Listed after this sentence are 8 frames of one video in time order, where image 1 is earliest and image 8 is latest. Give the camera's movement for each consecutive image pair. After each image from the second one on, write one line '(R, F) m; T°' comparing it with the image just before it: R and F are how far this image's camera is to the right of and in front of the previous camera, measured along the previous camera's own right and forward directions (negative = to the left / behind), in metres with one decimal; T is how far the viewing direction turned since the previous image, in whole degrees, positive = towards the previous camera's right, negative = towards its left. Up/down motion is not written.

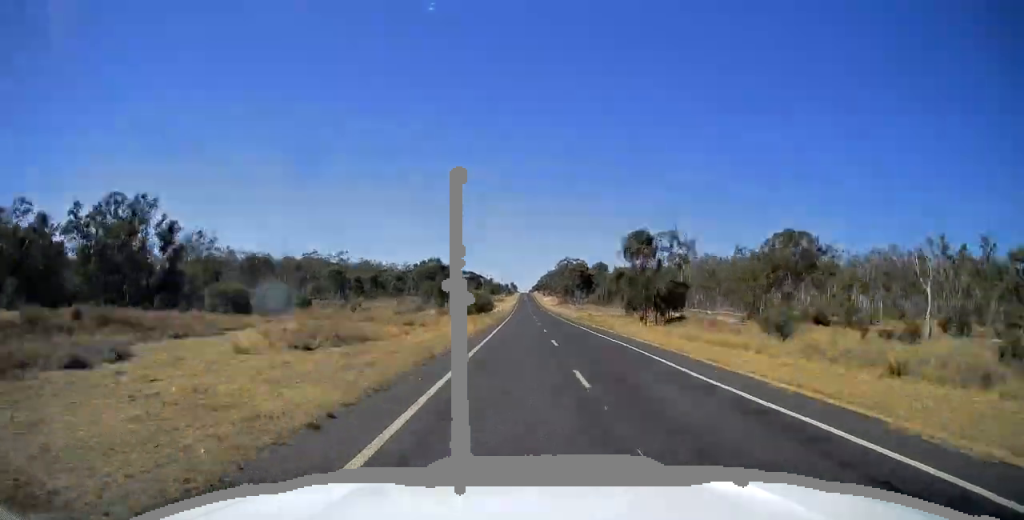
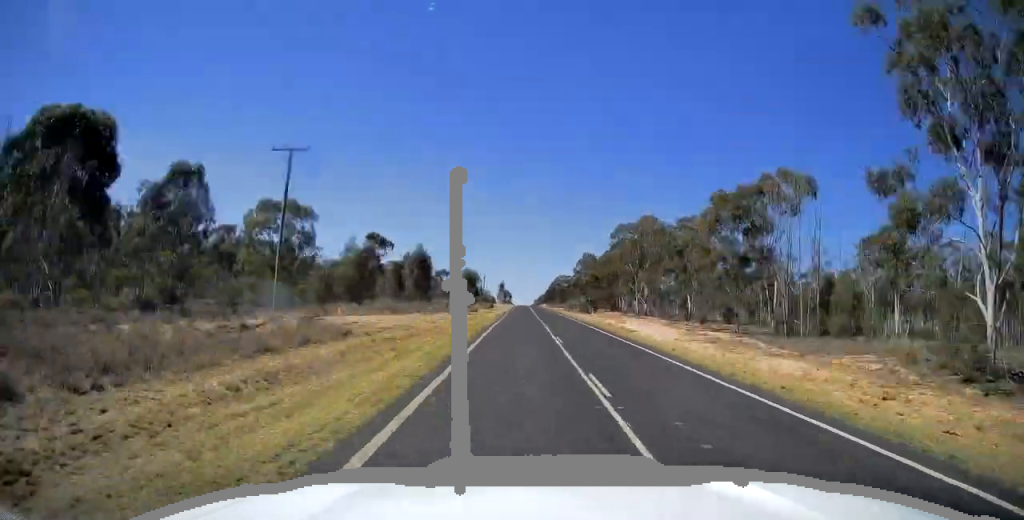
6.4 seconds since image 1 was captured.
(-3.0, +198.2) m; 0°
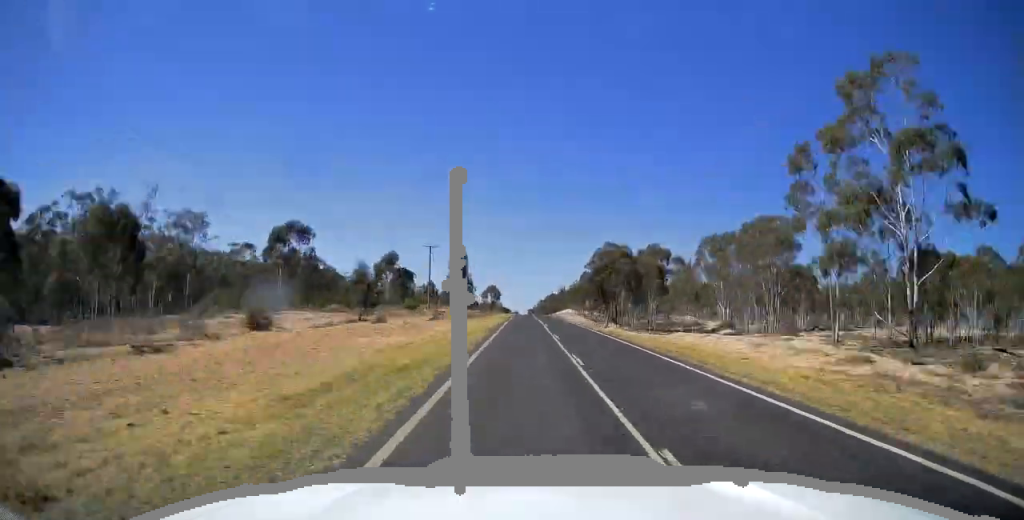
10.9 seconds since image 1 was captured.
(-5.0, +138.9) m; +1°
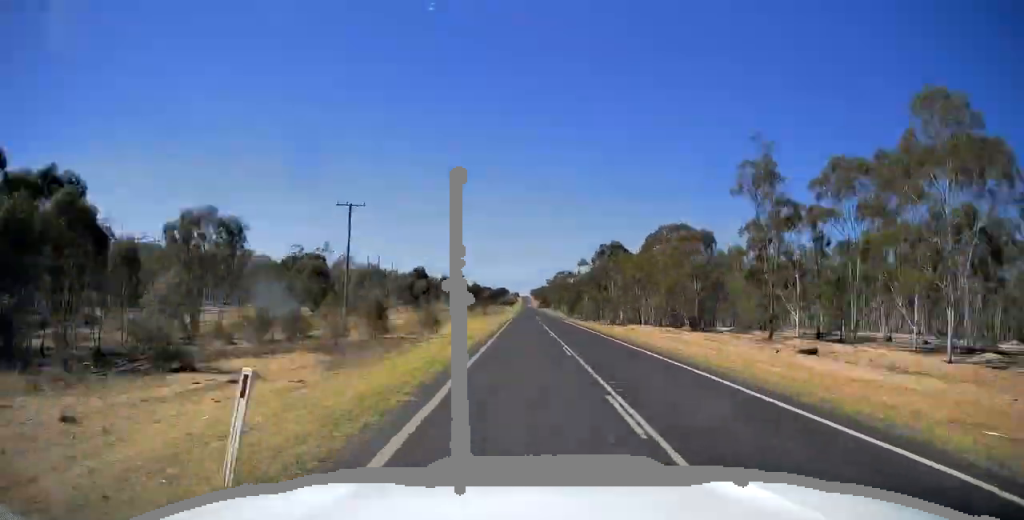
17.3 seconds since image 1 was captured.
(+10.6, +201.5) m; +1°
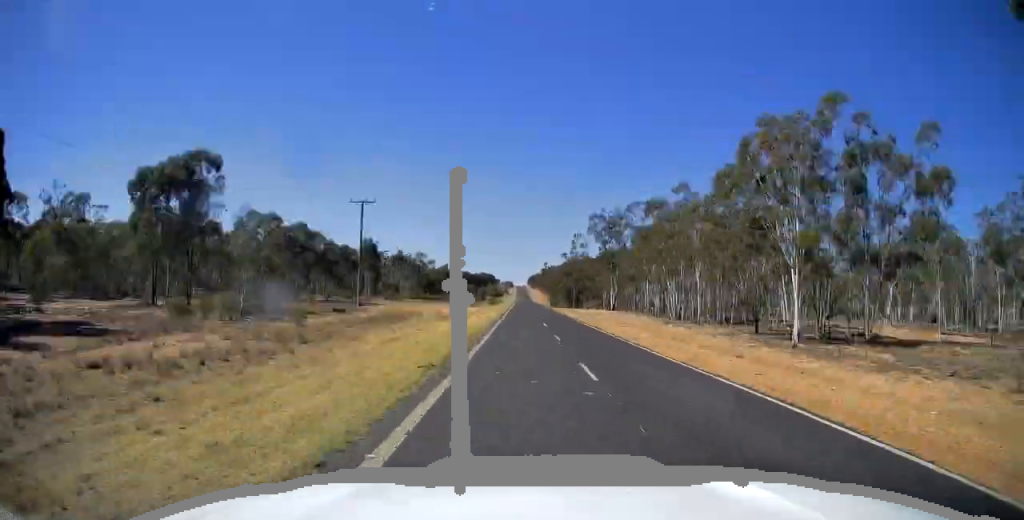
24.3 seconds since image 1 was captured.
(-1.9, +223.0) m; -1°
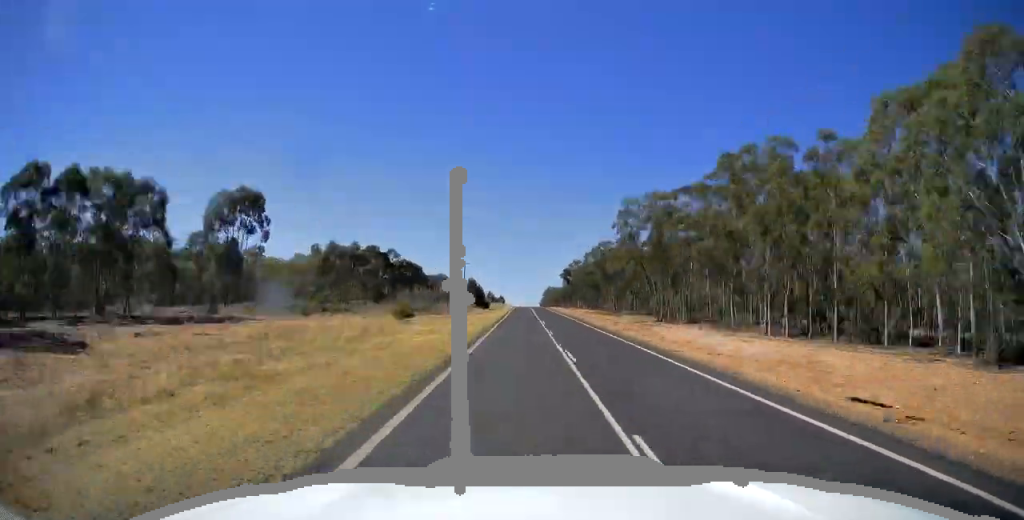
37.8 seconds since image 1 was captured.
(-4.9, +429.8) m; -3°
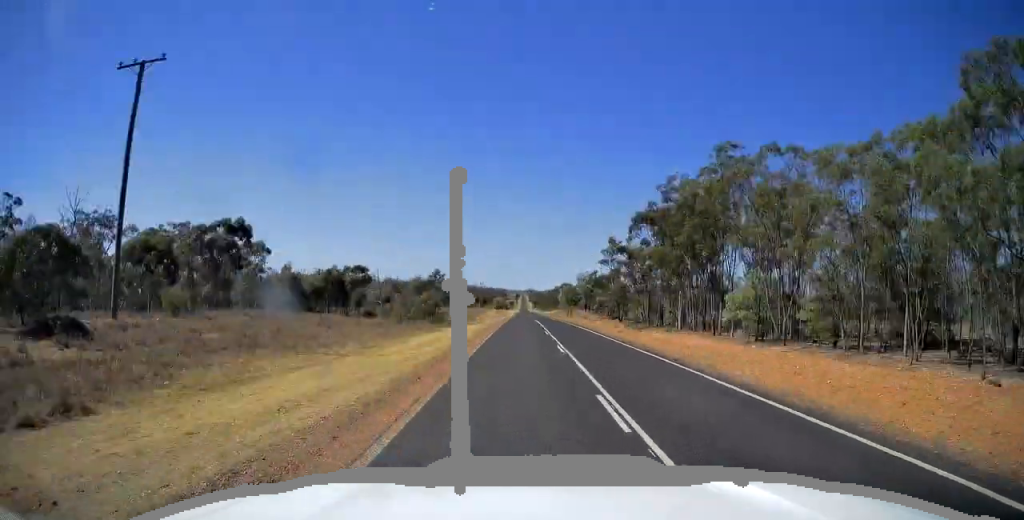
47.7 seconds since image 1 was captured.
(-17.6, +318.5) m; +1°
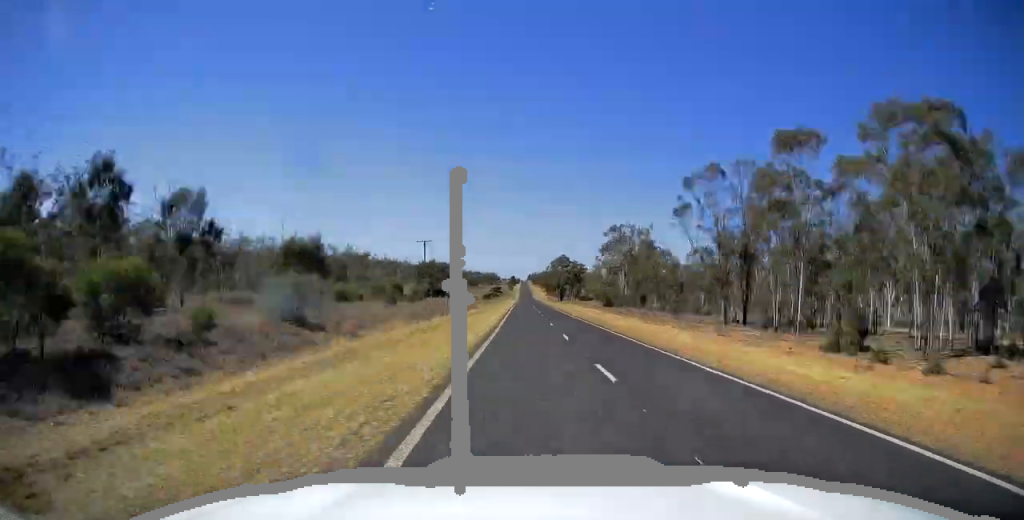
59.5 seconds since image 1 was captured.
(+43.0, +361.3) m; +7°
